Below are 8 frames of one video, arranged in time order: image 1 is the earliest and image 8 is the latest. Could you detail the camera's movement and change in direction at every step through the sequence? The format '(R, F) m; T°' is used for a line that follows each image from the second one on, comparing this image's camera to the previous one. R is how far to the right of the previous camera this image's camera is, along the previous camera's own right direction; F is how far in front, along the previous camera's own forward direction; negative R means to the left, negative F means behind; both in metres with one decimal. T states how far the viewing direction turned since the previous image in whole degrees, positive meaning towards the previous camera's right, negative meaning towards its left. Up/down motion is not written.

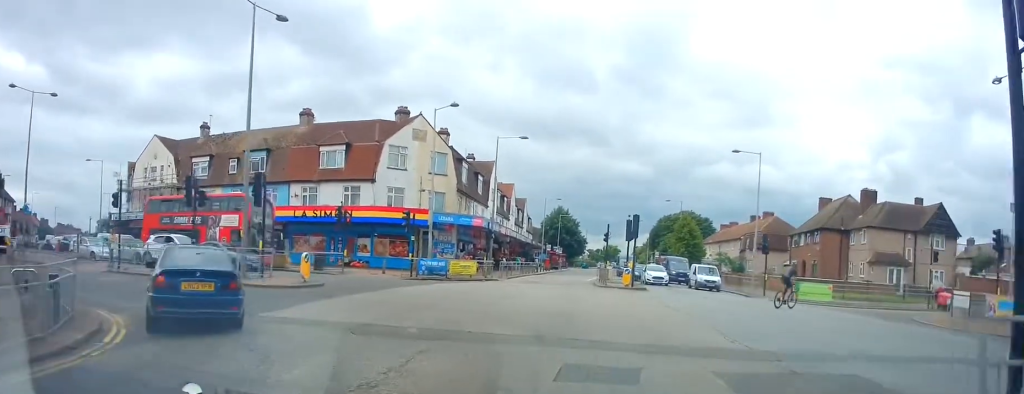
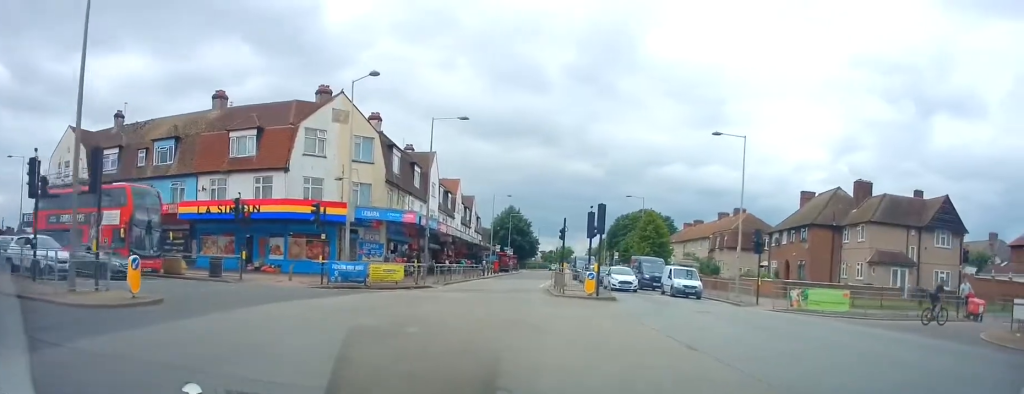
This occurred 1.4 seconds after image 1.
(+0.1, +6.6) m; +6°
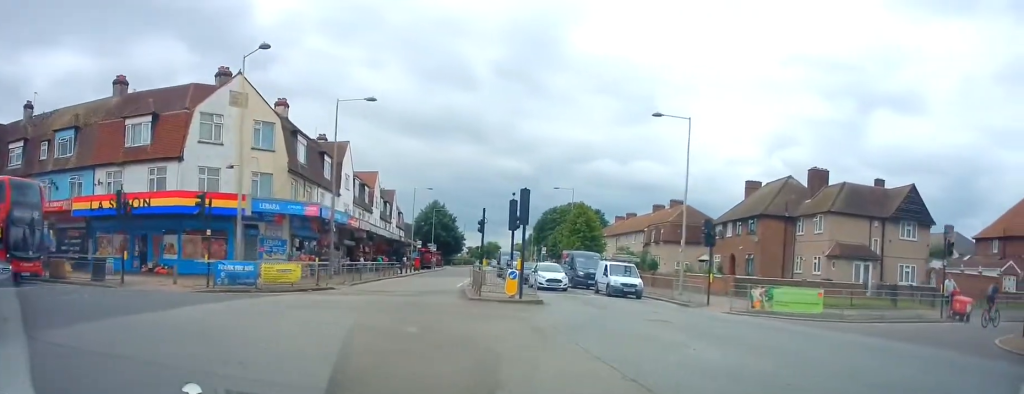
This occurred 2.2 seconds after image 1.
(+0.1, +3.8) m; +9°
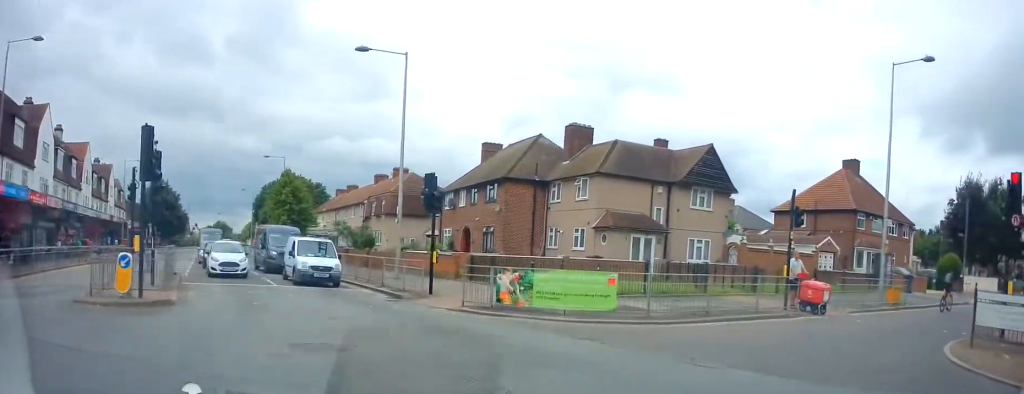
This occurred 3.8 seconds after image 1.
(+1.6, +7.4) m; +27°
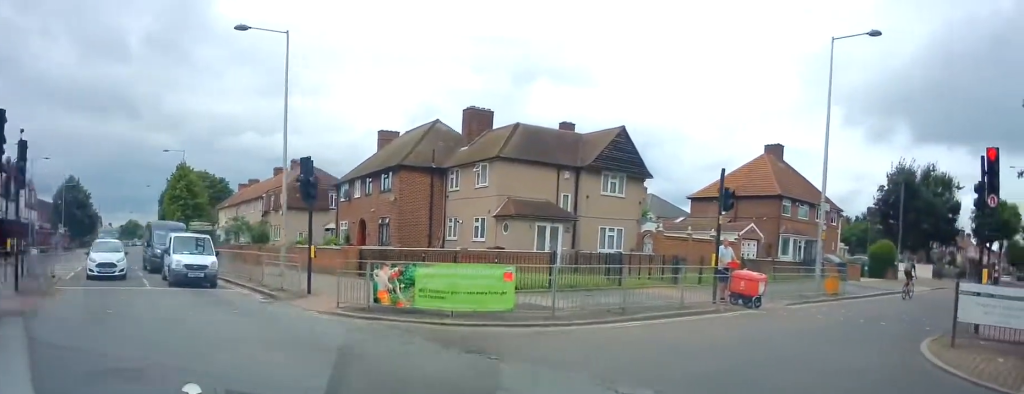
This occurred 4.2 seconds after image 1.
(+0.2, +2.3) m; +9°
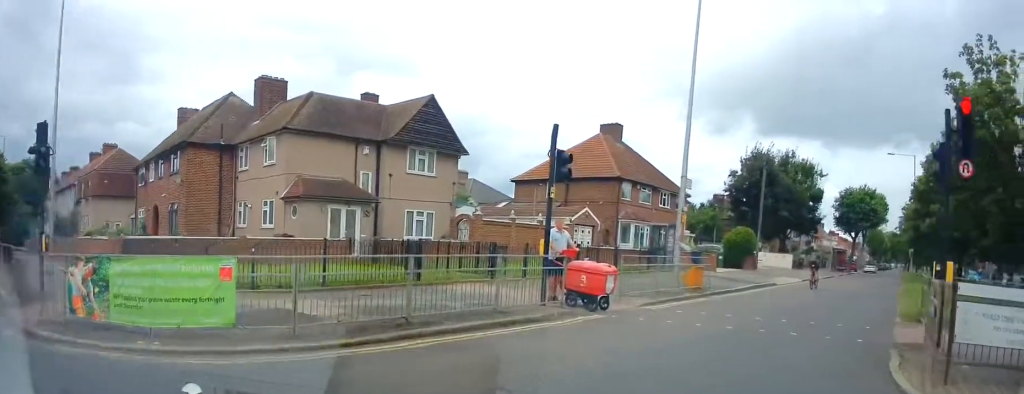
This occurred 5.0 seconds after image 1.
(+0.6, +4.2) m; +16°
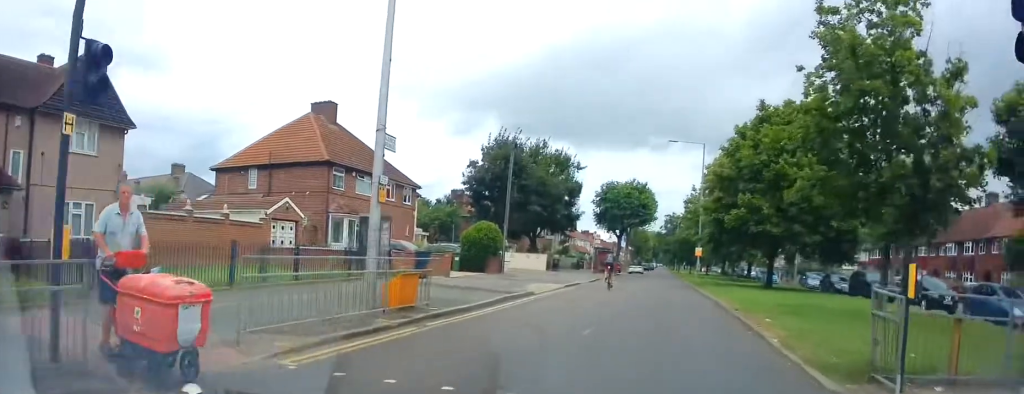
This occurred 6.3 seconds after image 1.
(+1.5, +6.9) m; +20°
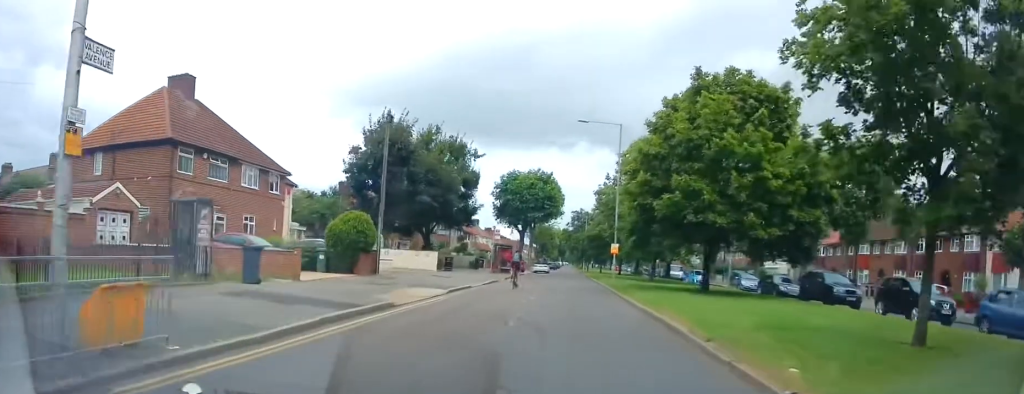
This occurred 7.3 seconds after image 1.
(+0.6, +5.7) m; +8°
